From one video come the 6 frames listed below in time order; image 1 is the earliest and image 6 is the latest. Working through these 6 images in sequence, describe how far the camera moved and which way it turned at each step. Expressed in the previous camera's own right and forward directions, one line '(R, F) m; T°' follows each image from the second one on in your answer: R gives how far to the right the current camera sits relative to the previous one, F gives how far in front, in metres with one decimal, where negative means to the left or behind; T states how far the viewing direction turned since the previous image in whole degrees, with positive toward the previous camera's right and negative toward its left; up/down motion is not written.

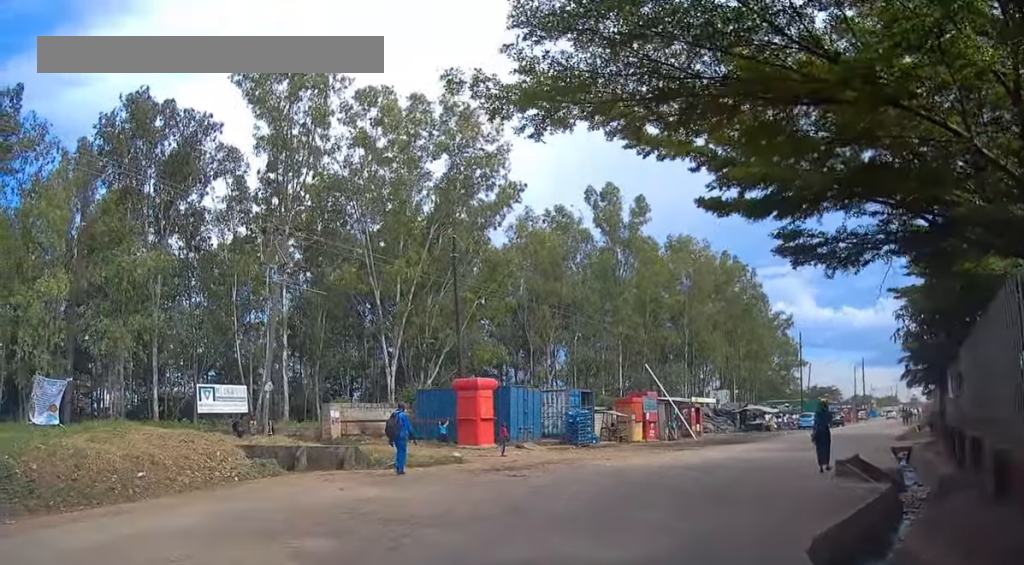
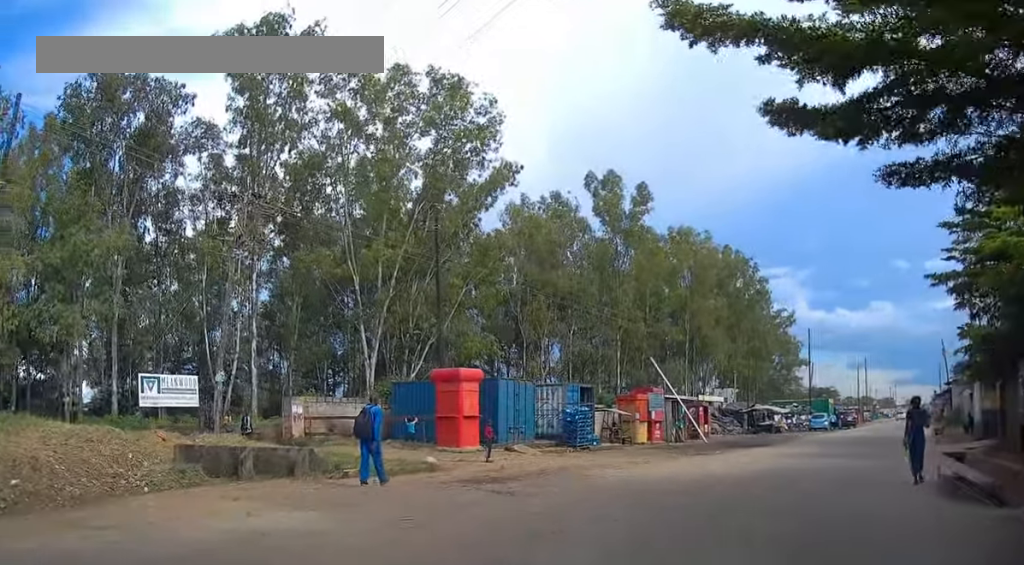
(0.0, +3.9) m; +1°
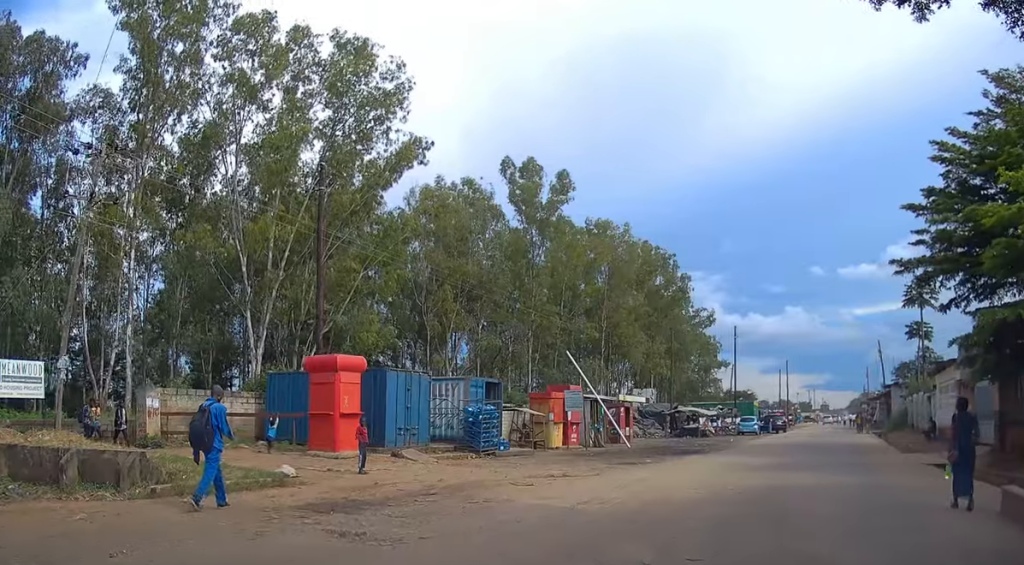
(+0.1, +4.4) m; +5°
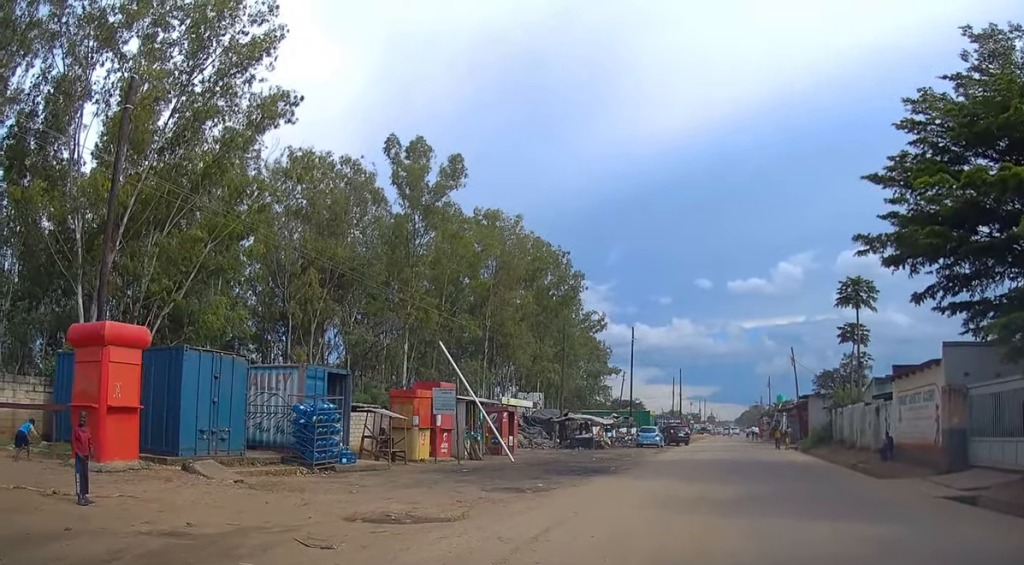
(+0.7, +7.4) m; +10°
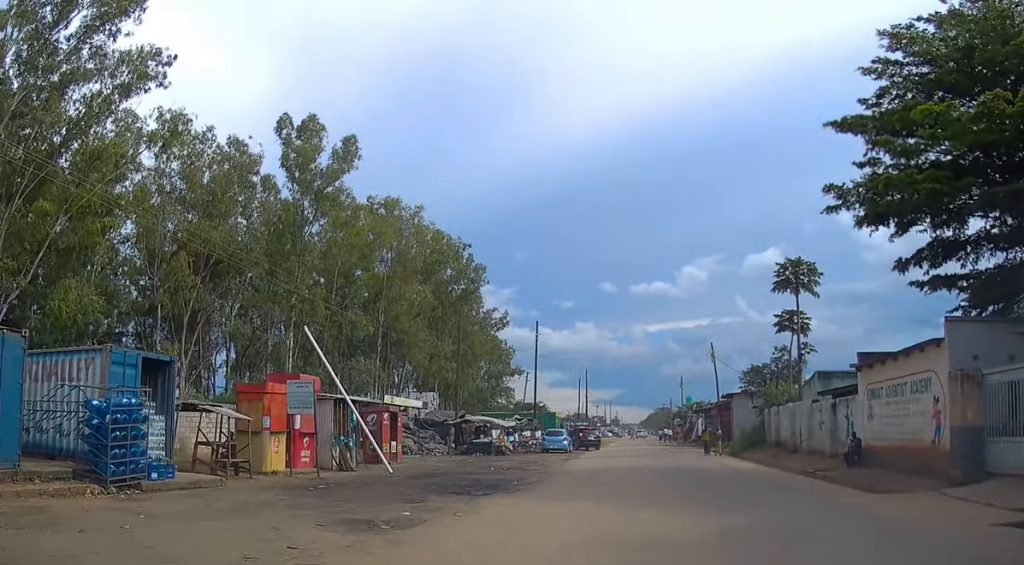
(+0.5, +5.4) m; +8°
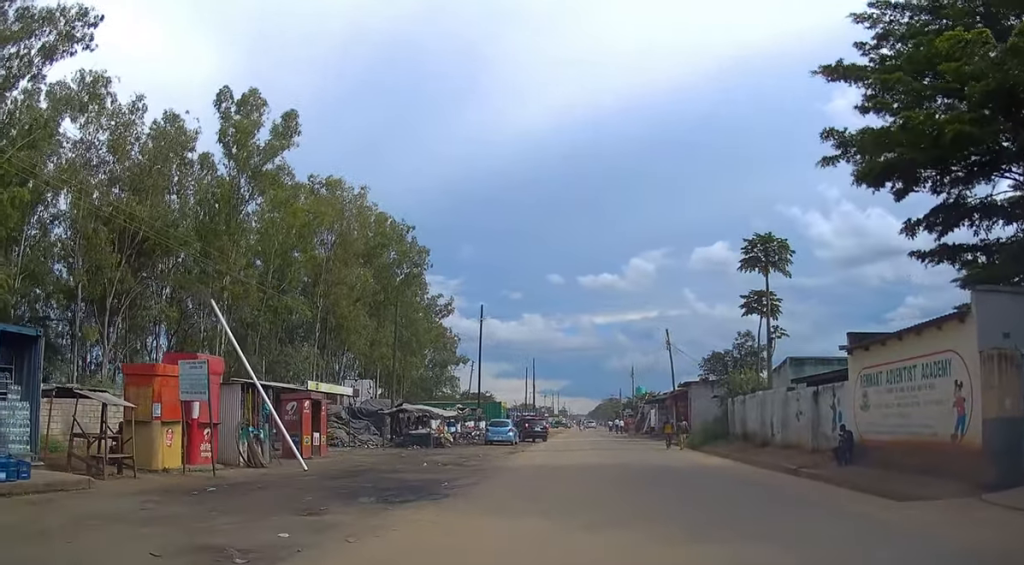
(+0.1, +3.2) m; +1°
